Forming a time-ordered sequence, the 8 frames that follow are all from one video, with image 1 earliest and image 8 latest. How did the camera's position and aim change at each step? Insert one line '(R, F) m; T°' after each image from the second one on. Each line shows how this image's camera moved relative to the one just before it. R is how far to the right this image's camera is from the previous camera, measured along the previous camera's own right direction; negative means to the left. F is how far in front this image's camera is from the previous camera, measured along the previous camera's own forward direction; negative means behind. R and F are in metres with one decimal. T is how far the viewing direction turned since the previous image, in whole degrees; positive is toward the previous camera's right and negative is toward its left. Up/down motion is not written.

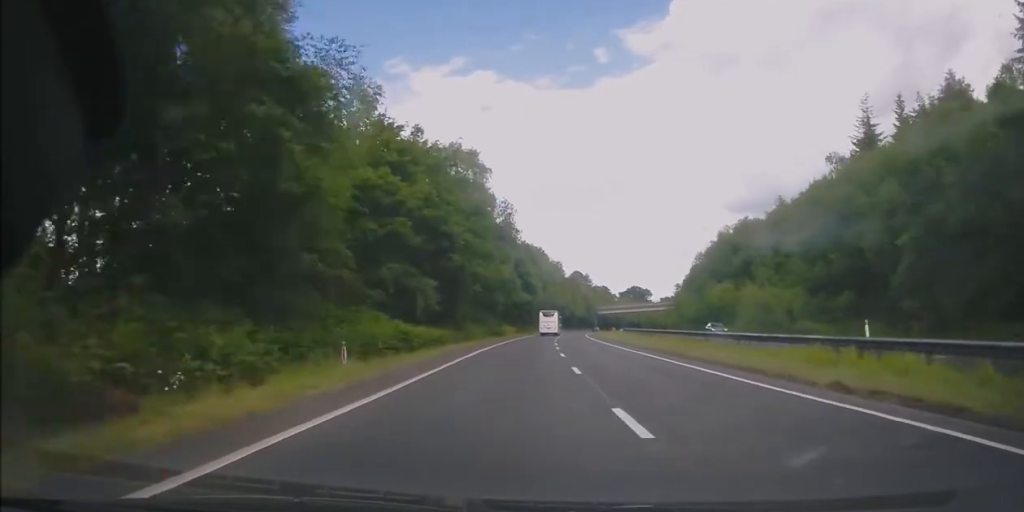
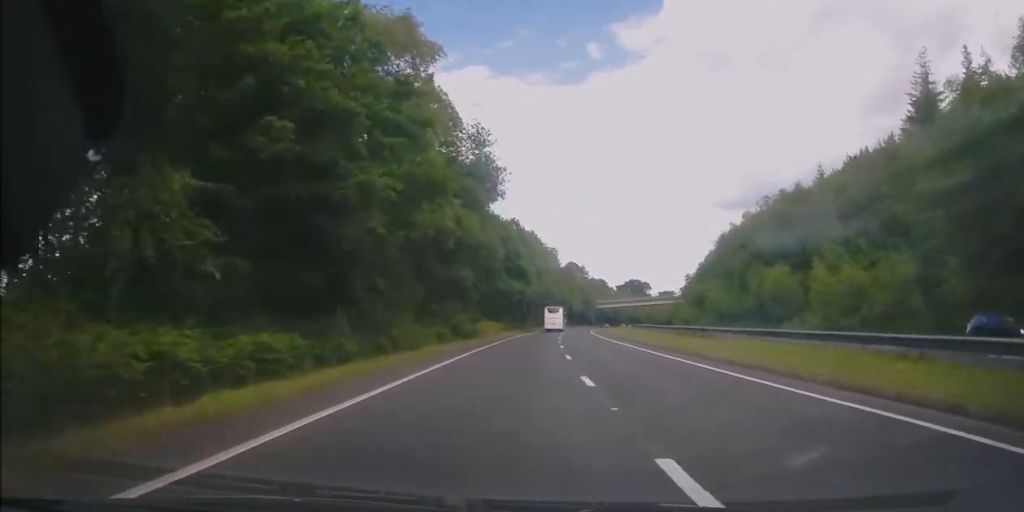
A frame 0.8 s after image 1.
(0.0, +21.9) m; +1°
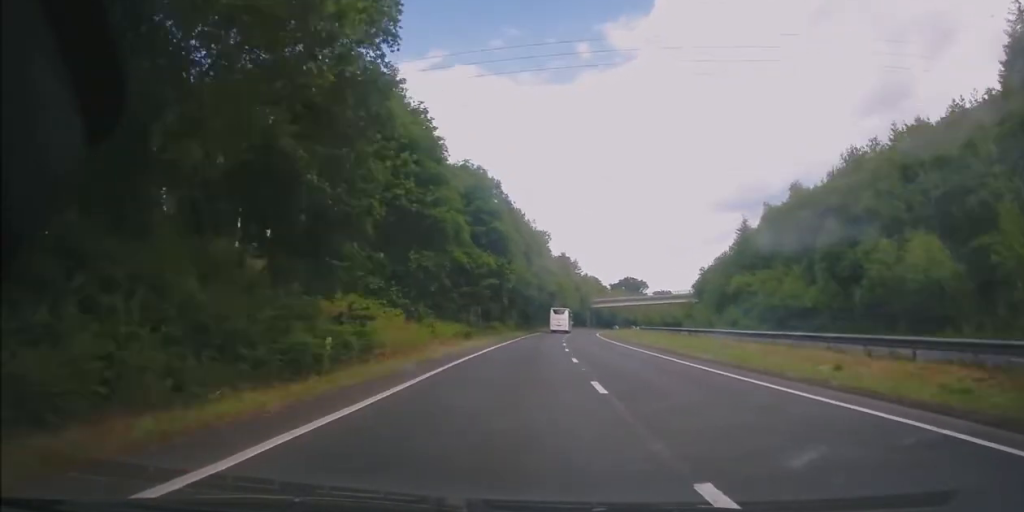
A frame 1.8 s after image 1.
(+0.5, +27.5) m; +2°
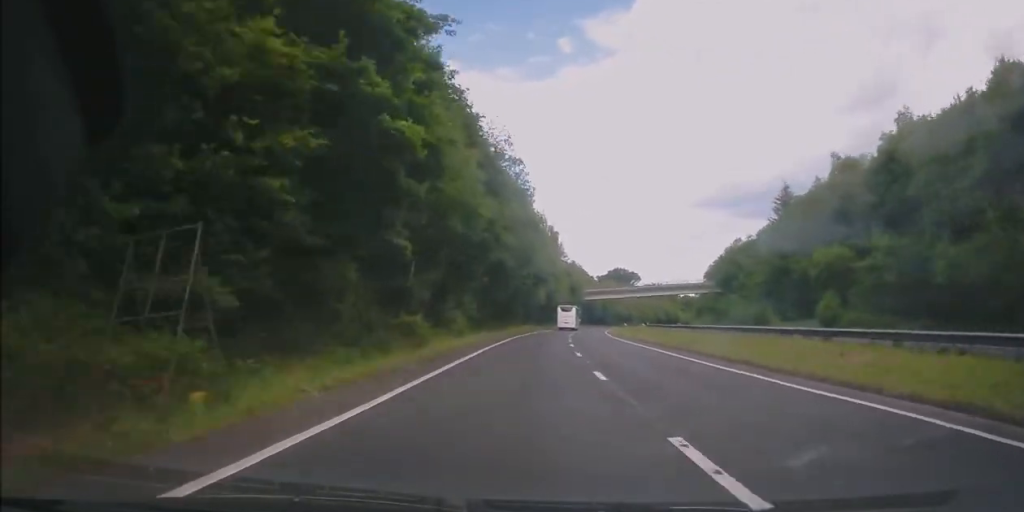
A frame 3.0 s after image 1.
(+0.6, +34.0) m; +2°
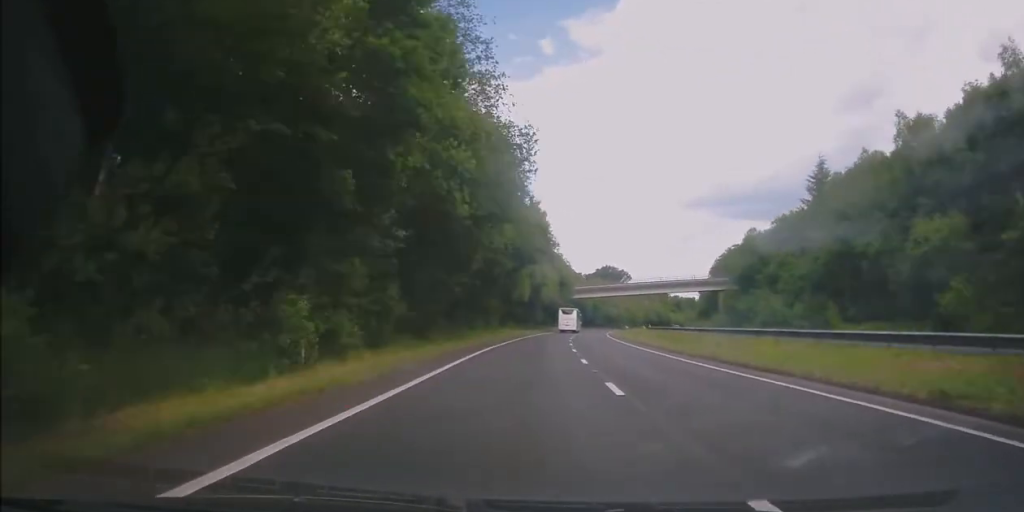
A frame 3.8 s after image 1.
(+0.1, +20.0) m; +1°
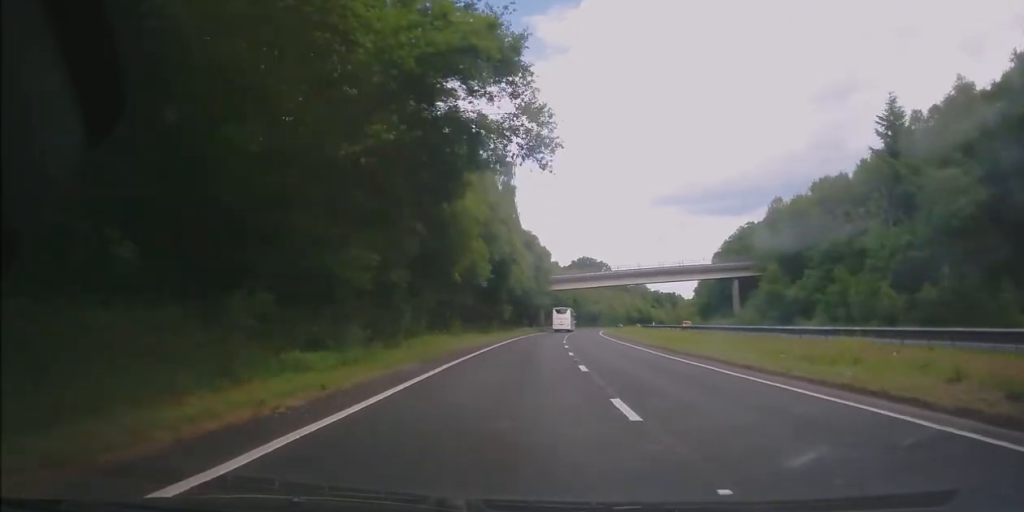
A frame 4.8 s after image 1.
(+0.6, +27.1) m; +3°
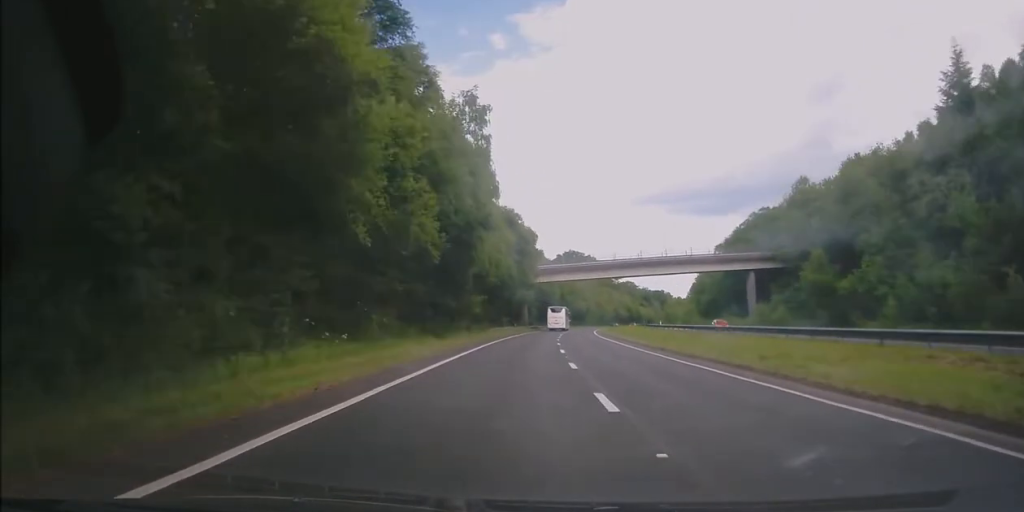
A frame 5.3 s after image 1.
(+0.1, +15.3) m; +2°
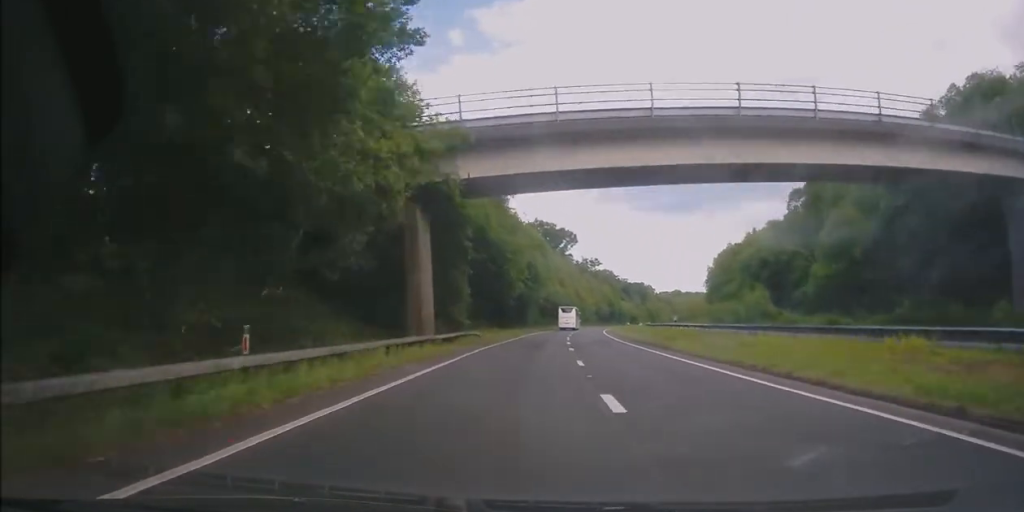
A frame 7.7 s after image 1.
(+2.2, +61.8) m; +4°
